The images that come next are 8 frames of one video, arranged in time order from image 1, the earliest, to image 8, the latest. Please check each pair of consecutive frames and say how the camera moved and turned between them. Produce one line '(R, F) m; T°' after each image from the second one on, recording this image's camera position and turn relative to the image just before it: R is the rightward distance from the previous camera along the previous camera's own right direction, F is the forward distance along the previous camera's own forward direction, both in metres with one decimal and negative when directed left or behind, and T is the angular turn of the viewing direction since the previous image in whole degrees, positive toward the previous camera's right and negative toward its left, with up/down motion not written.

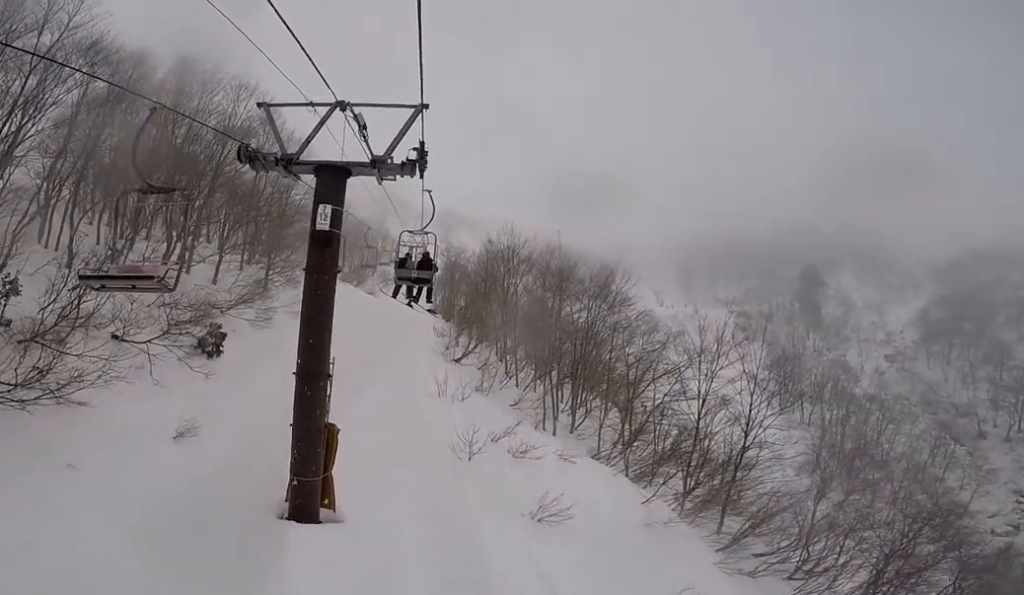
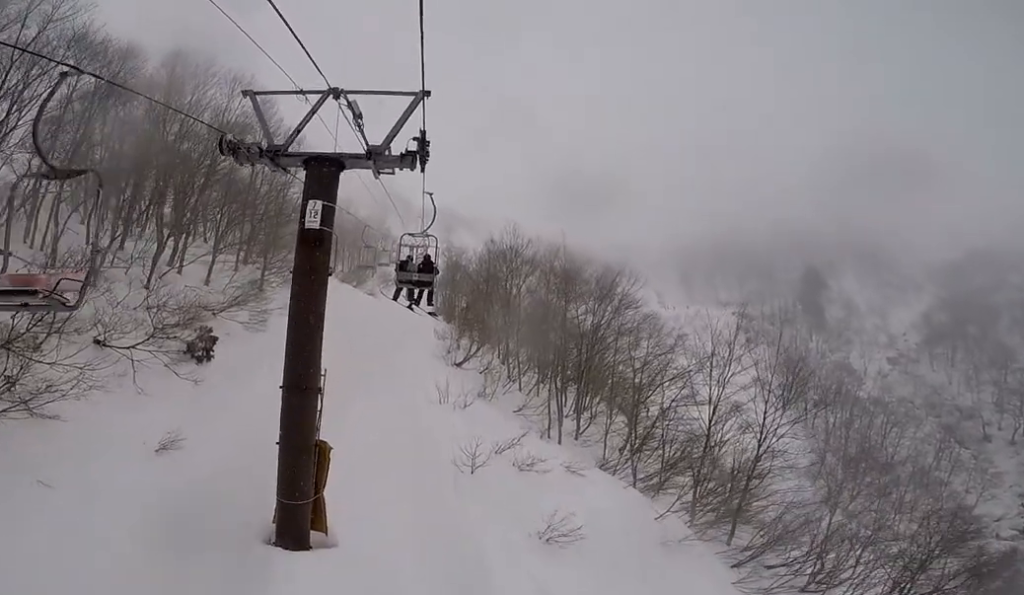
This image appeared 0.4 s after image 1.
(0.0, +0.9) m; 0°
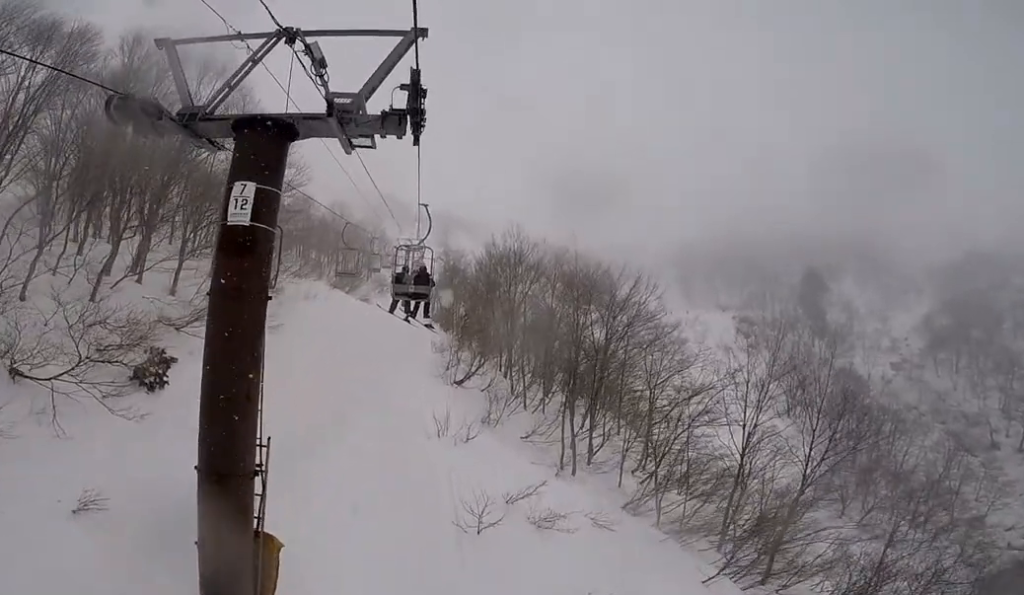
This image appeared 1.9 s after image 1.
(0.0, +2.8) m; 0°
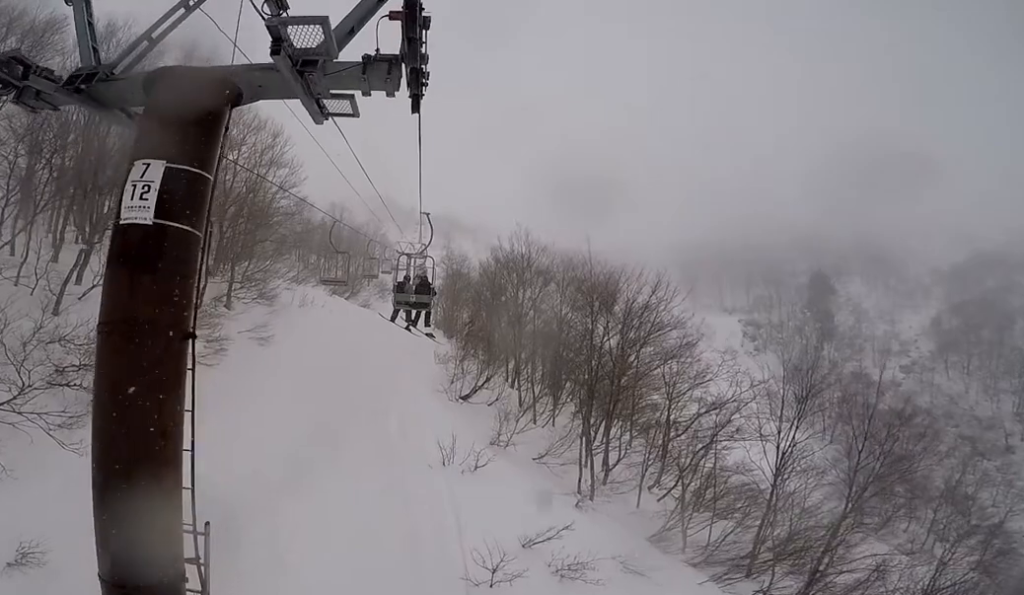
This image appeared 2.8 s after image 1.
(0.0, +1.8) m; 0°
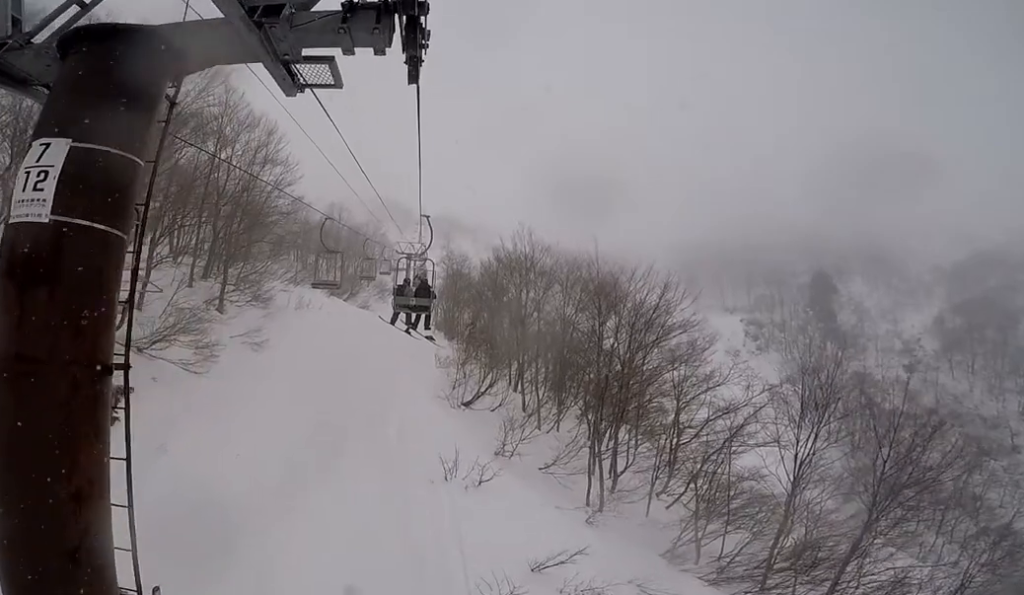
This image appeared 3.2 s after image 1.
(0.0, +0.9) m; 0°
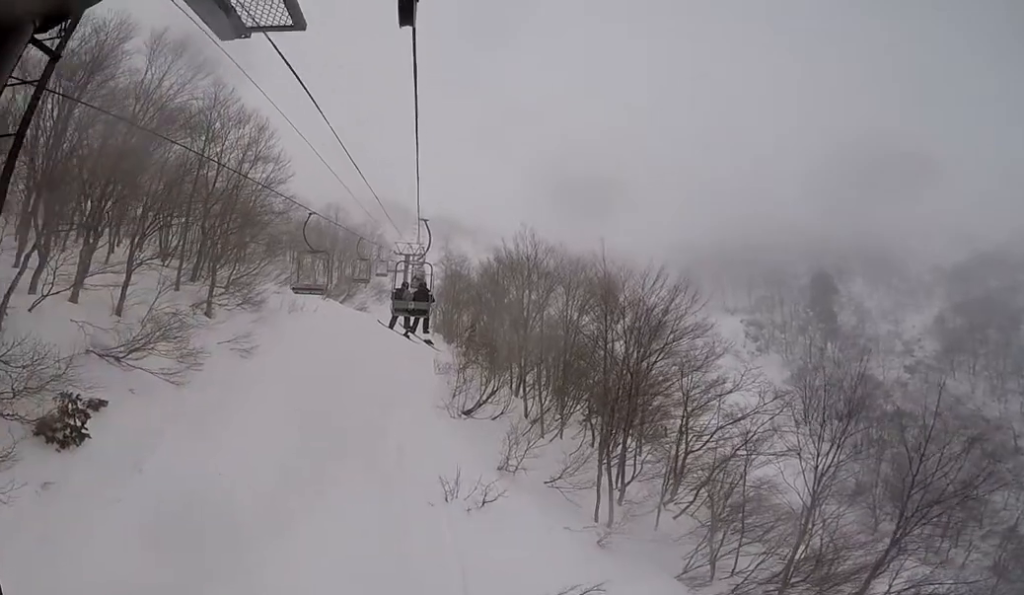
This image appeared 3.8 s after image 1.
(0.0, +1.1) m; 0°
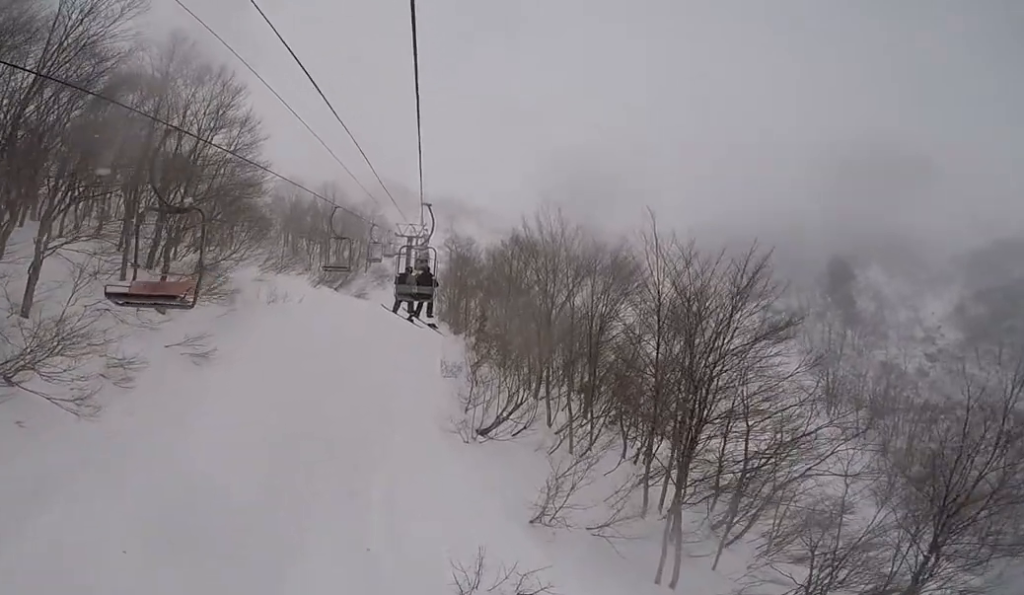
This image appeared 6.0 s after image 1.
(0.0, +4.4) m; 0°
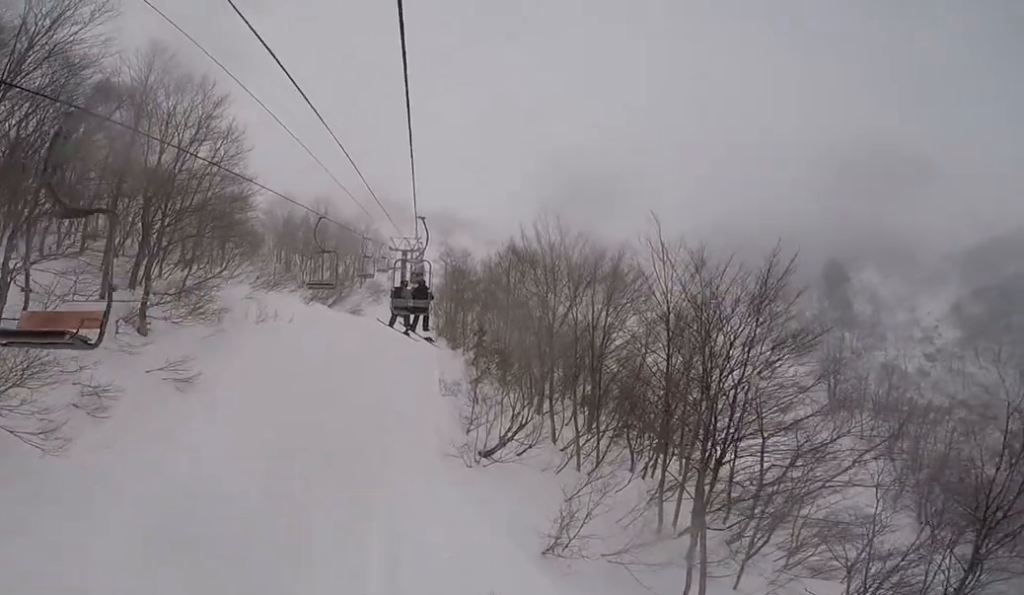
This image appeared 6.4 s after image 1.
(0.0, +1.0) m; 0°
